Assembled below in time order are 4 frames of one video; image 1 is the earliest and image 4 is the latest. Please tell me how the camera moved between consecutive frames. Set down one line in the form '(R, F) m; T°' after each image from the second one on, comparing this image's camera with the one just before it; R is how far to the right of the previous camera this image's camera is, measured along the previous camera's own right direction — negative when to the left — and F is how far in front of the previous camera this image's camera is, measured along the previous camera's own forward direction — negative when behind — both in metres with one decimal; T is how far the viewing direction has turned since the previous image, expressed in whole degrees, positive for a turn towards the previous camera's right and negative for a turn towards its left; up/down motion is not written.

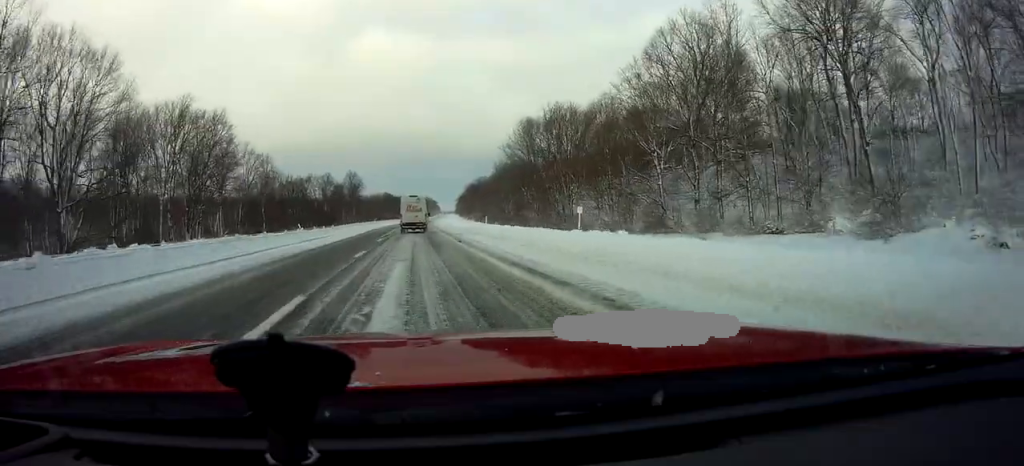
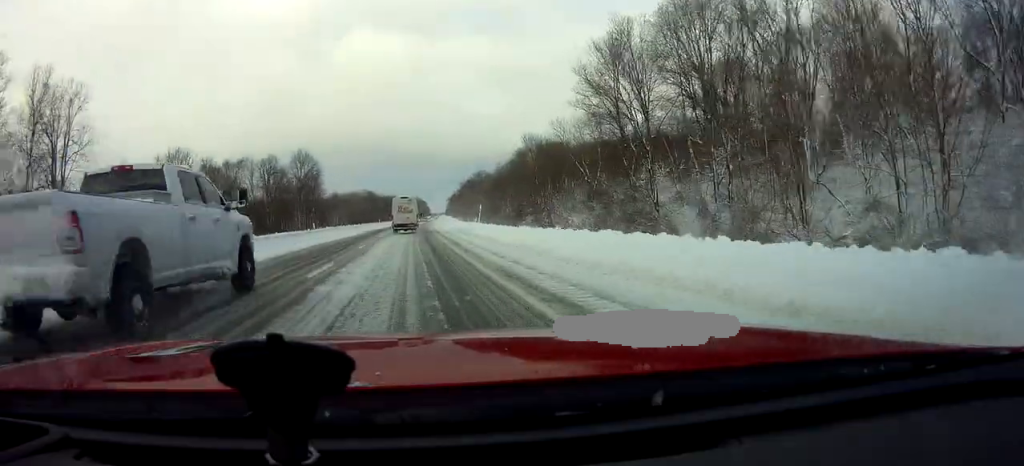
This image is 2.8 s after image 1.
(+2.7, +54.2) m; +4°
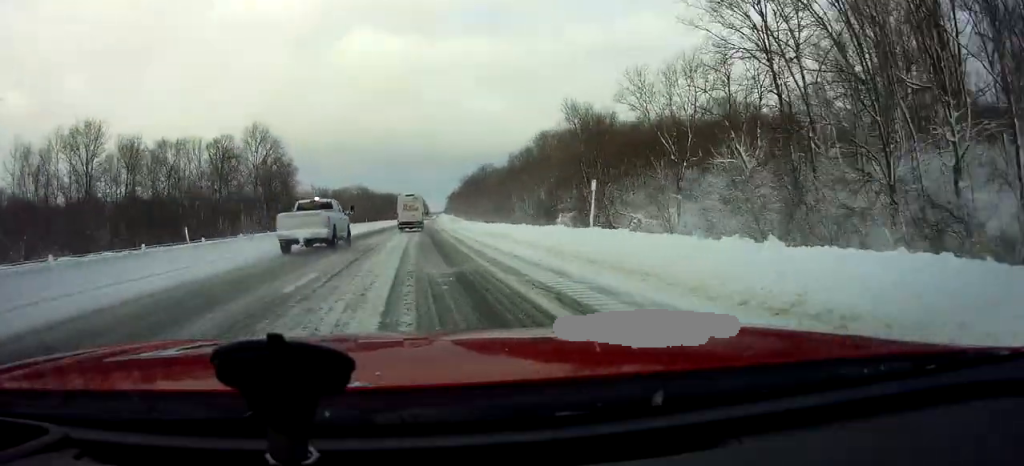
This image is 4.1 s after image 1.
(+0.4, +27.1) m; 0°
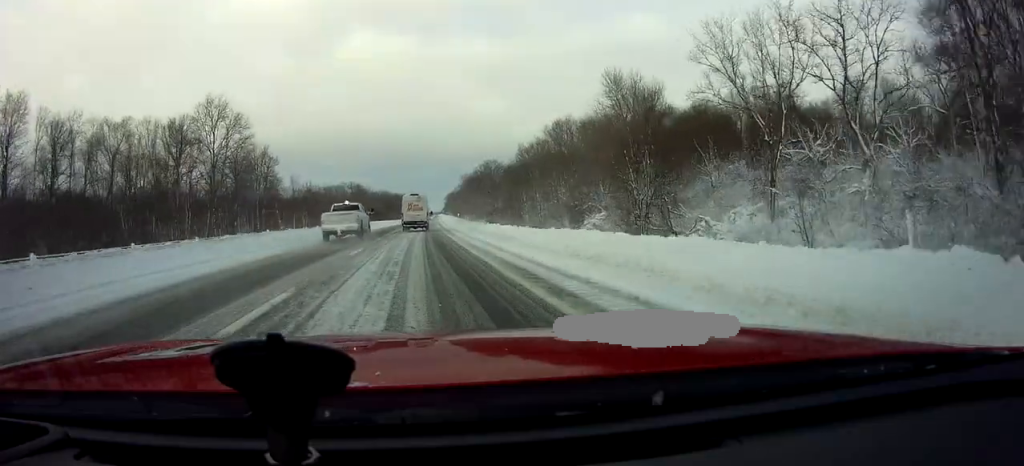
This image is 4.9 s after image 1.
(-0.3, +15.4) m; -1°
